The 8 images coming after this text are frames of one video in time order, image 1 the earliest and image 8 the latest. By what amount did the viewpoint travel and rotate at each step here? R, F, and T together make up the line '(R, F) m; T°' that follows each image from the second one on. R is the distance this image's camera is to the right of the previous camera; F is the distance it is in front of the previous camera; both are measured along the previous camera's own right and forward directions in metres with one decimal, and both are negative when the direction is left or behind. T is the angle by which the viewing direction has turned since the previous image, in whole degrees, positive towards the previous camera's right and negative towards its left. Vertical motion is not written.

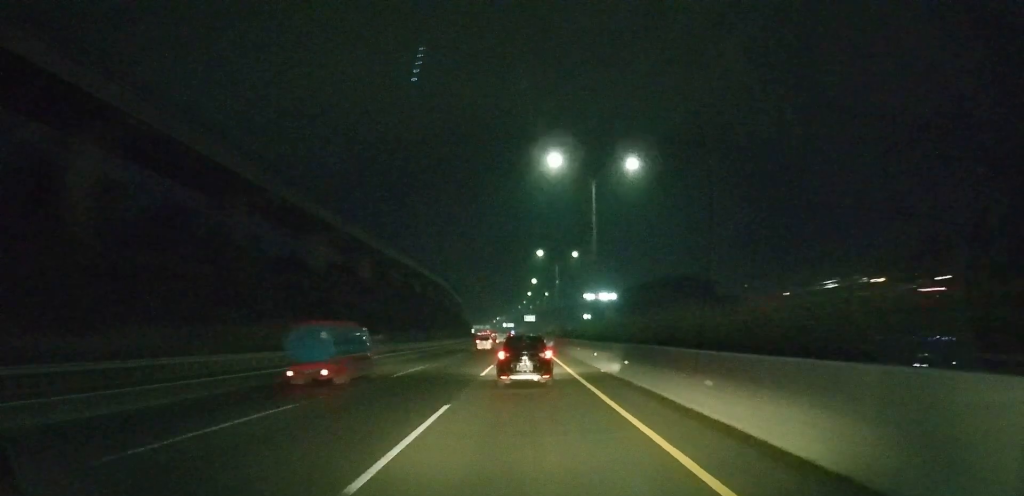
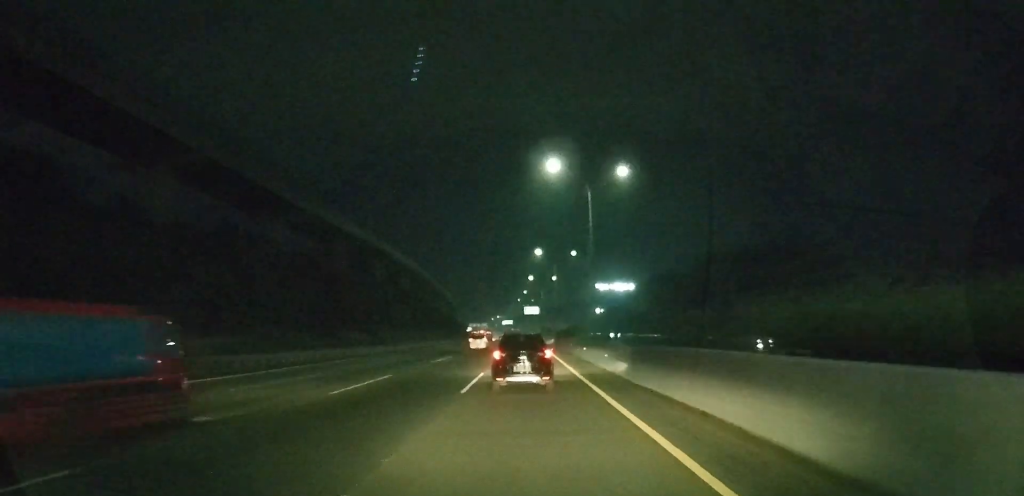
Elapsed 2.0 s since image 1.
(0.0, +51.3) m; 0°
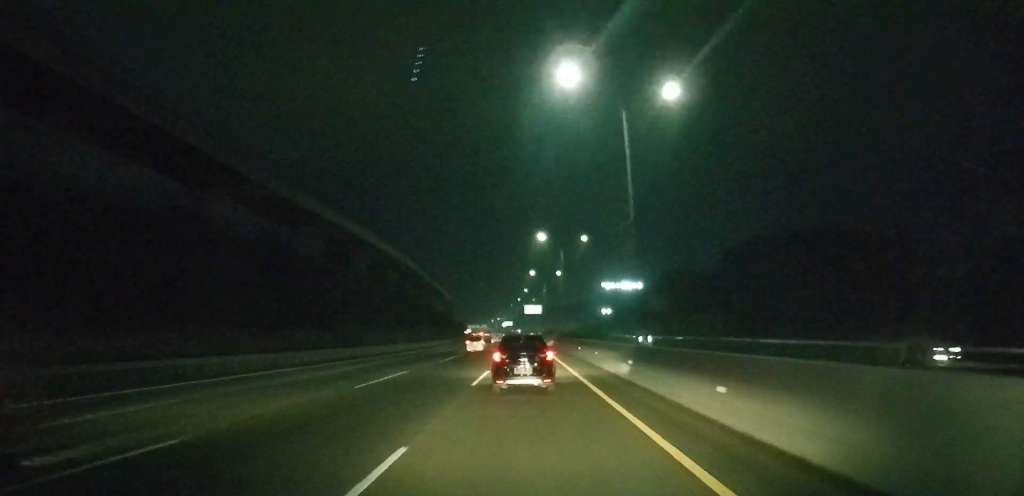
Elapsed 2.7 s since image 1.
(+0.1, +19.2) m; 0°
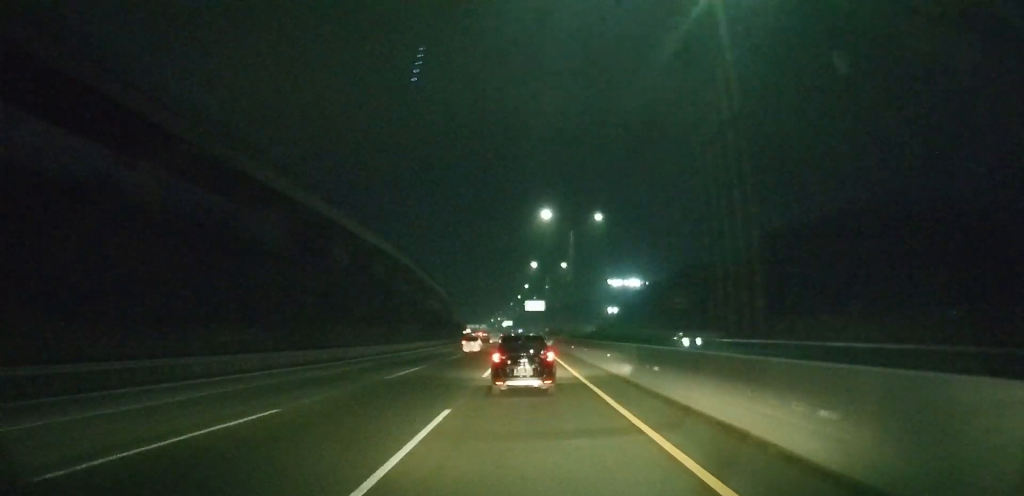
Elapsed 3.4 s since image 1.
(0.0, +17.3) m; 0°
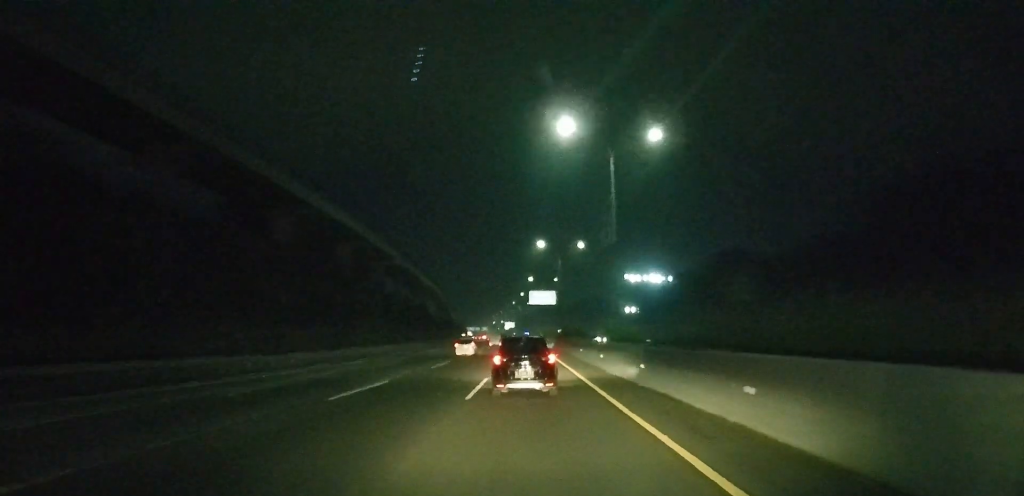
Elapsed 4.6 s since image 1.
(0.0, +36.4) m; 0°
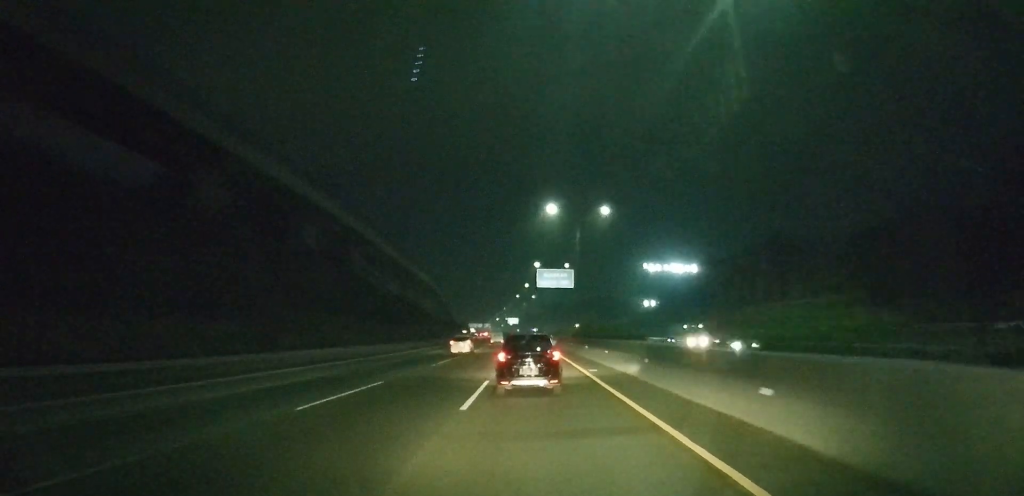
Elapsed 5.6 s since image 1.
(-0.1, +25.4) m; 0°
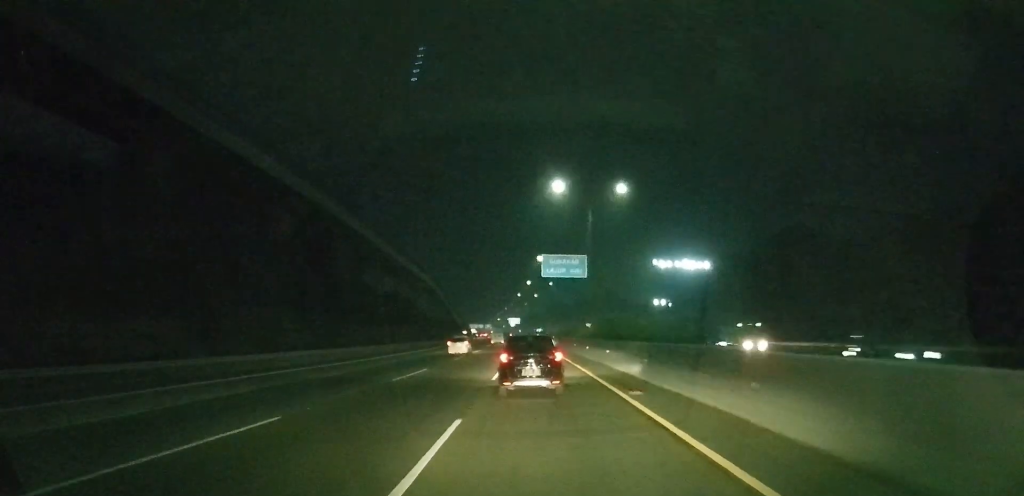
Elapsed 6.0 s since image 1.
(0.0, +11.3) m; 0°
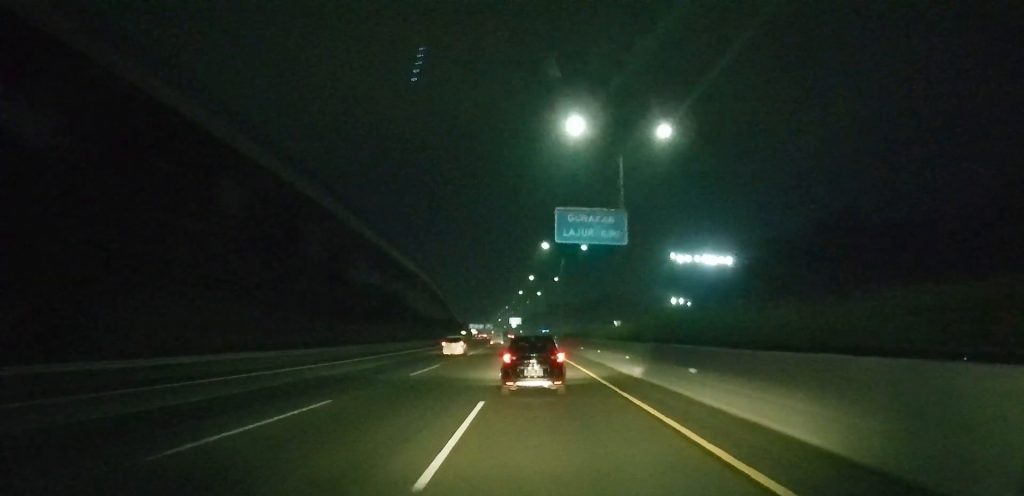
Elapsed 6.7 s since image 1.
(0.0, +18.3) m; 0°
